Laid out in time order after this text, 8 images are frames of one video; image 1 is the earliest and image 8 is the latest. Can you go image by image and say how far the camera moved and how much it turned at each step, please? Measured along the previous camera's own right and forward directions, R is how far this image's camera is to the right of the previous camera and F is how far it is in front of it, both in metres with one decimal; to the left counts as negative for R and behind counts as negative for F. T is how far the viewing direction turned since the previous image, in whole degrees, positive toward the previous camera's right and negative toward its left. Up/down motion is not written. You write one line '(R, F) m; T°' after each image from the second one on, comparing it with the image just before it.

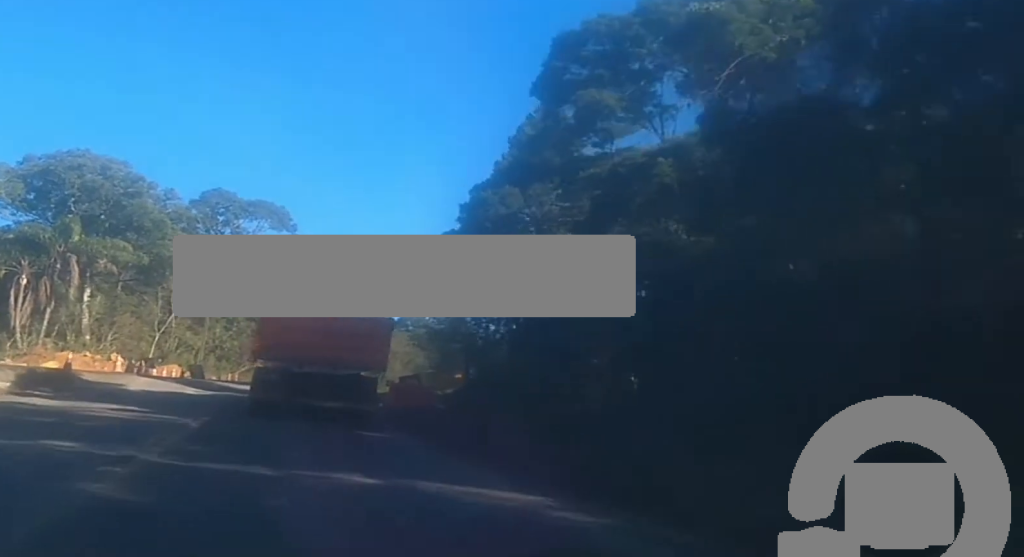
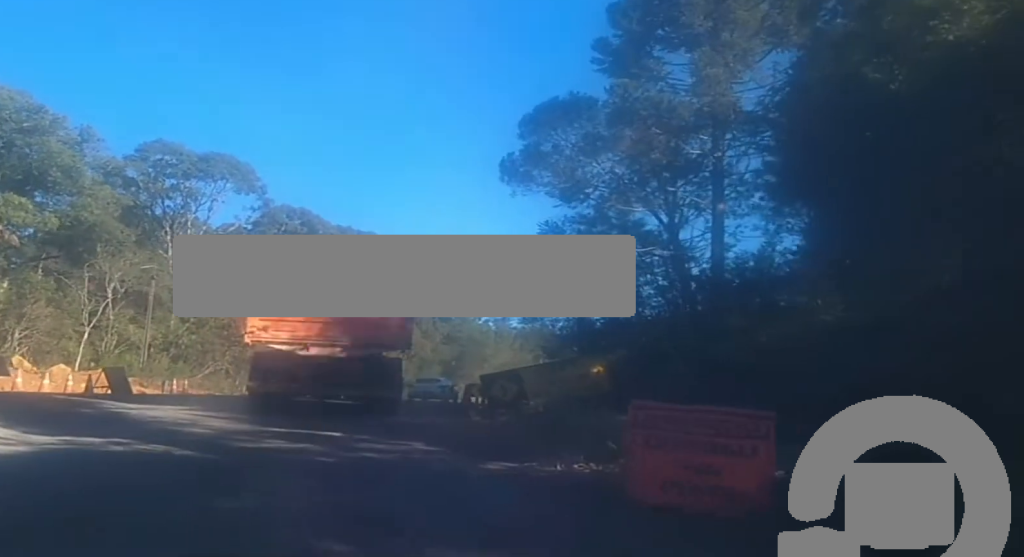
(-0.7, +23.3) m; +1°
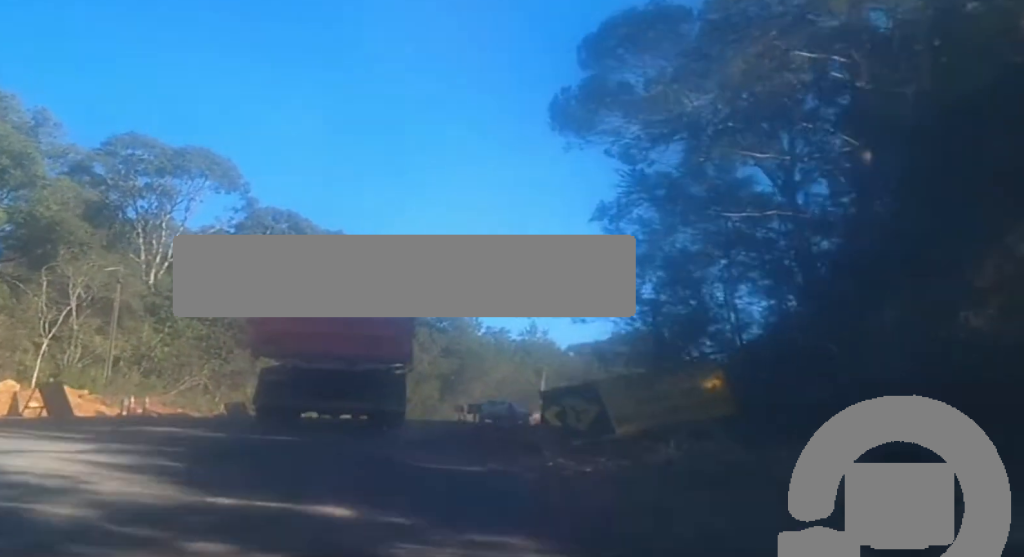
(+0.3, +7.9) m; +2°
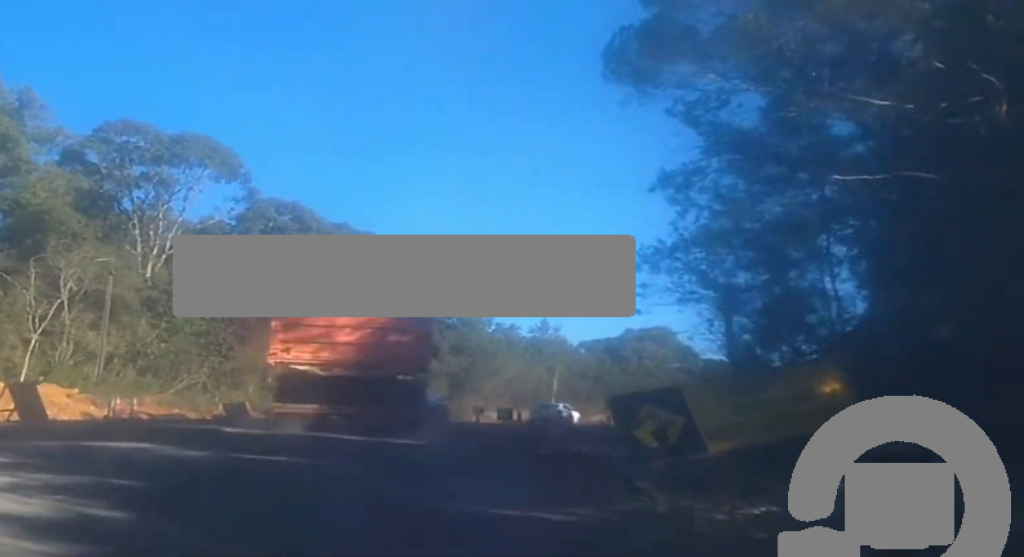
(0.0, +3.5) m; 0°
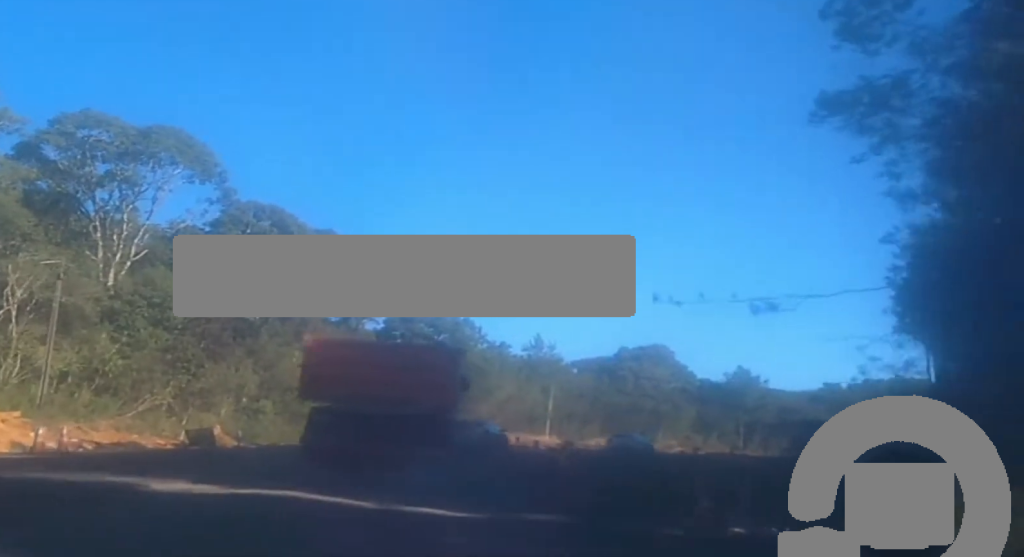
(0.0, +6.3) m; 0°
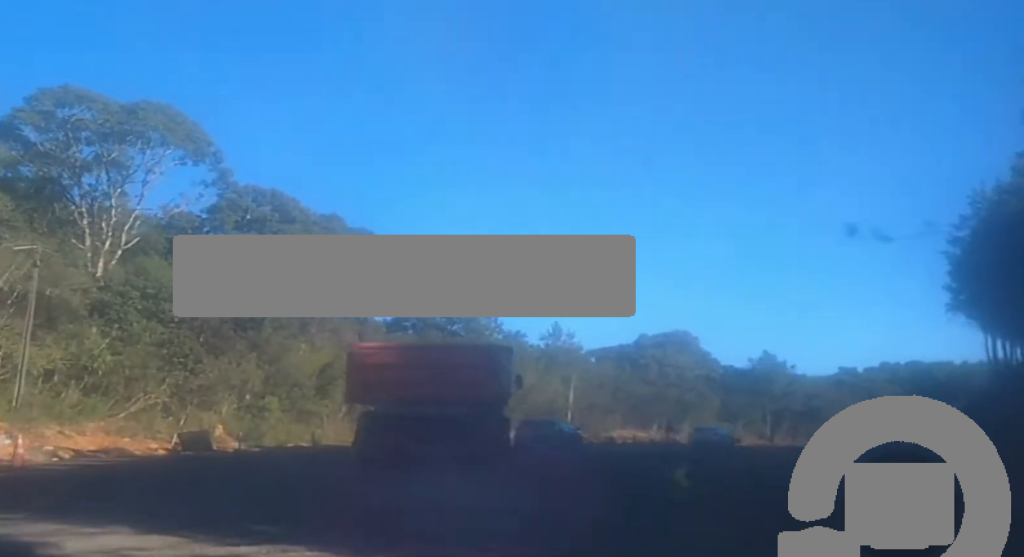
(+0.1, +4.6) m; -1°
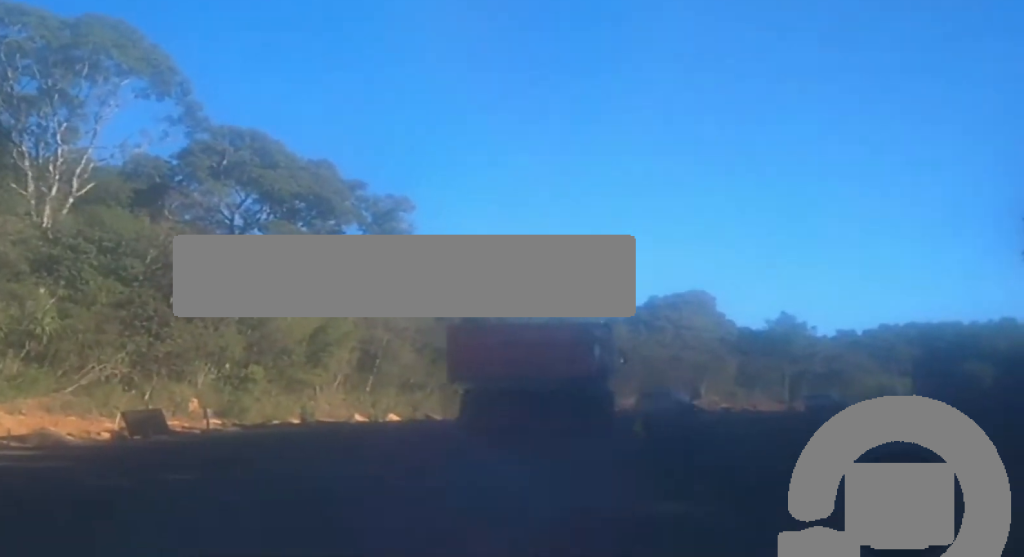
(-0.2, +7.5) m; +1°
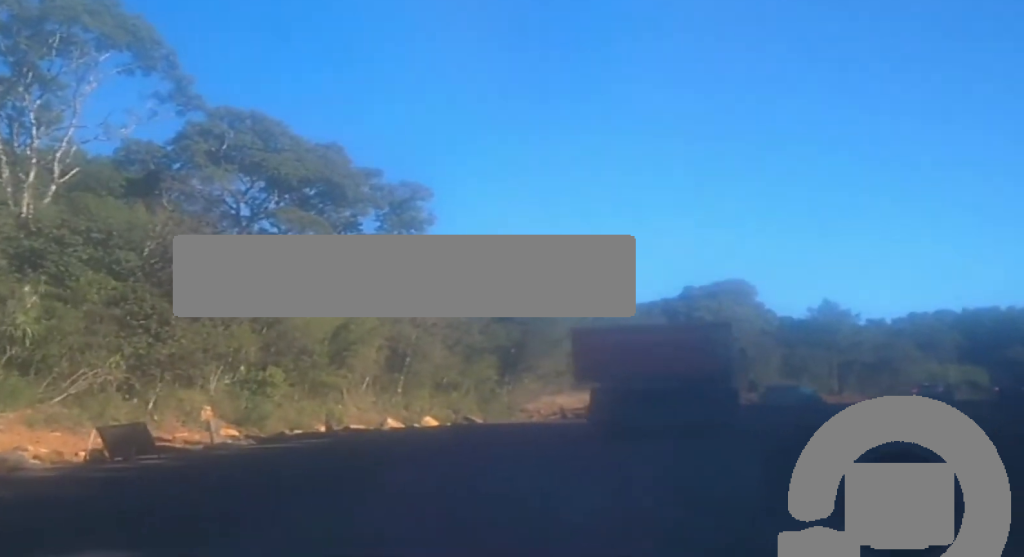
(+0.3, +5.5) m; +3°
